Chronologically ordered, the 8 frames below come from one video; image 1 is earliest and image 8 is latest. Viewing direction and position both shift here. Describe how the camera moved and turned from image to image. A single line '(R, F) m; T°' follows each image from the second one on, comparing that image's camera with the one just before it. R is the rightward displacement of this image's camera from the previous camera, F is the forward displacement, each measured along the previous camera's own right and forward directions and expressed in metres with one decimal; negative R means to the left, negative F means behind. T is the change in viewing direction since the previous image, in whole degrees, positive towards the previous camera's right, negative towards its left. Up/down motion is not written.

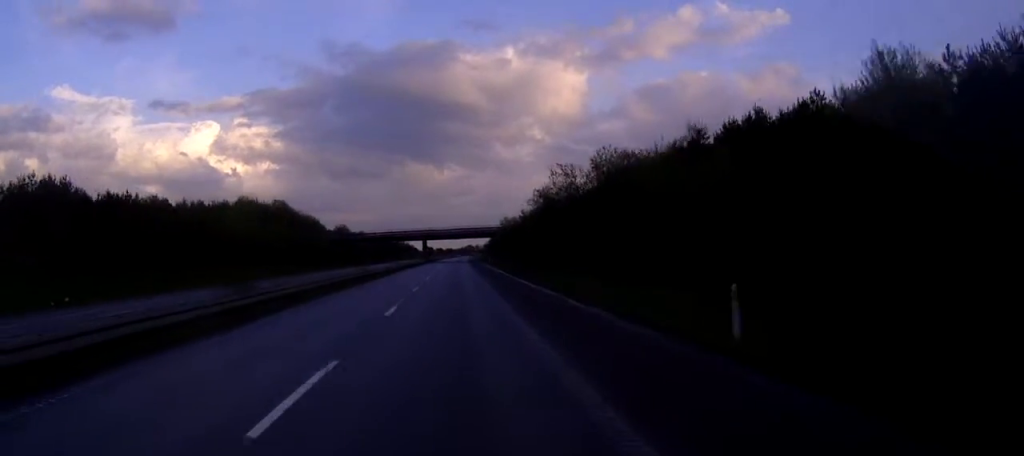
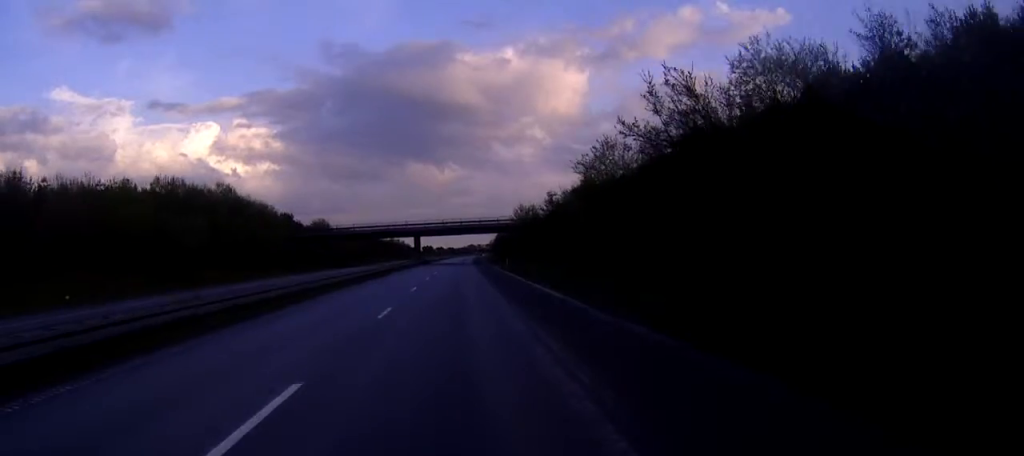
(-0.1, +31.9) m; 0°
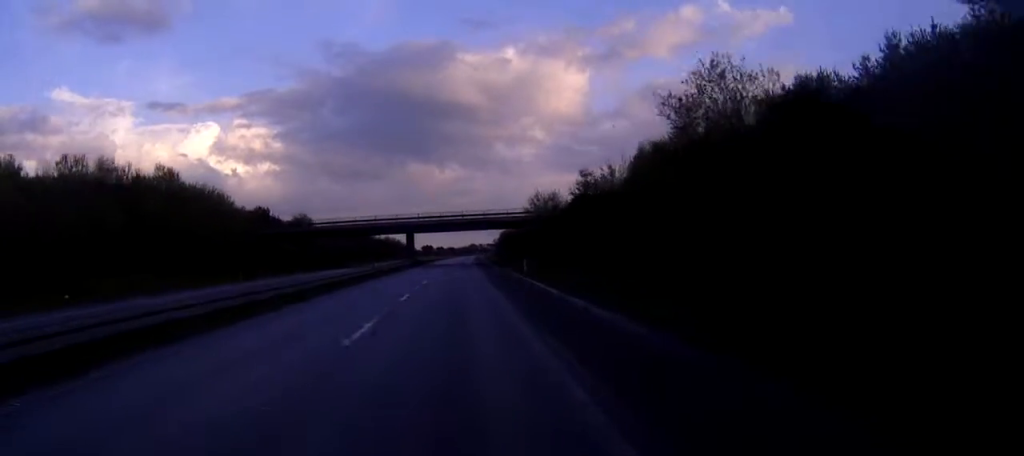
(0.0, +21.1) m; 0°
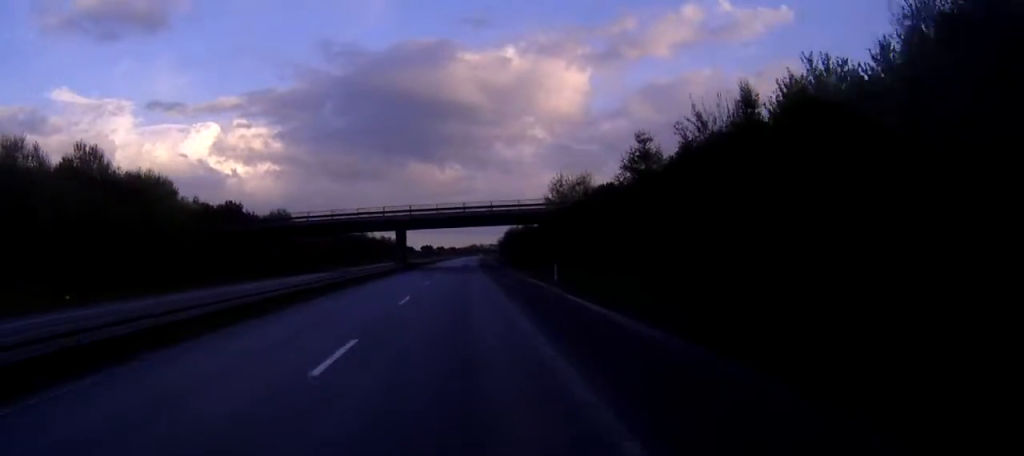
(0.0, +18.6) m; 0°
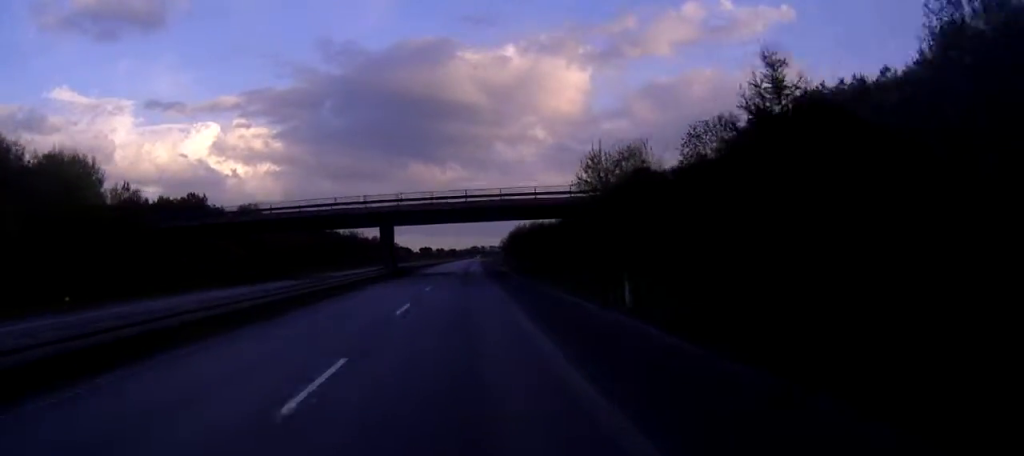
(0.0, +17.7) m; 0°
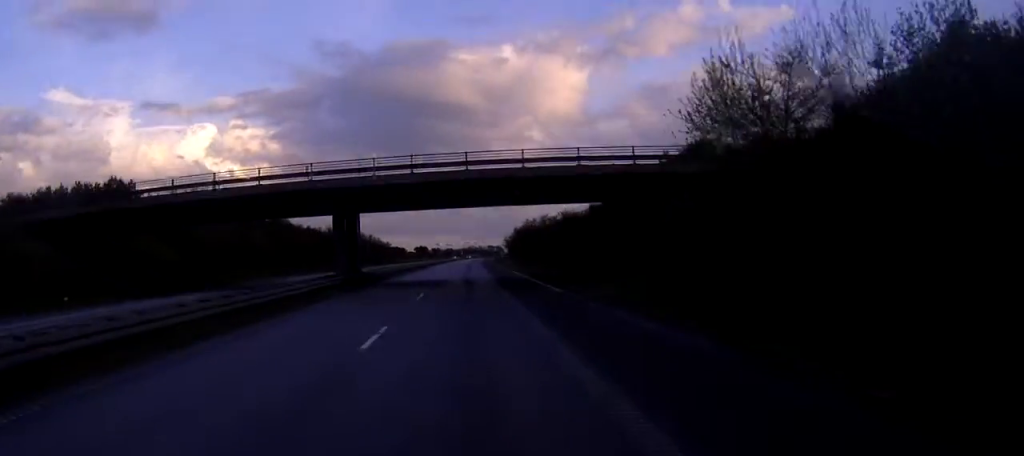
(0.0, +24.3) m; 0°
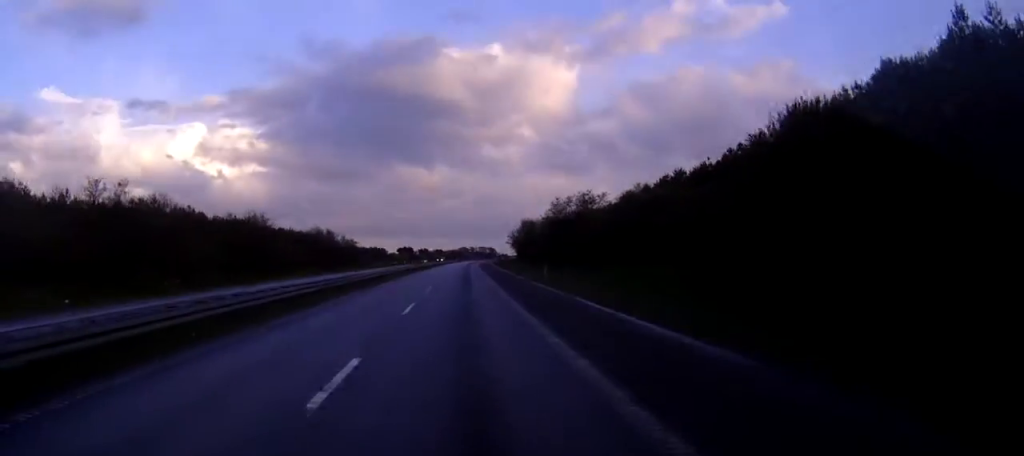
(+0.1, +50.5) m; +1°
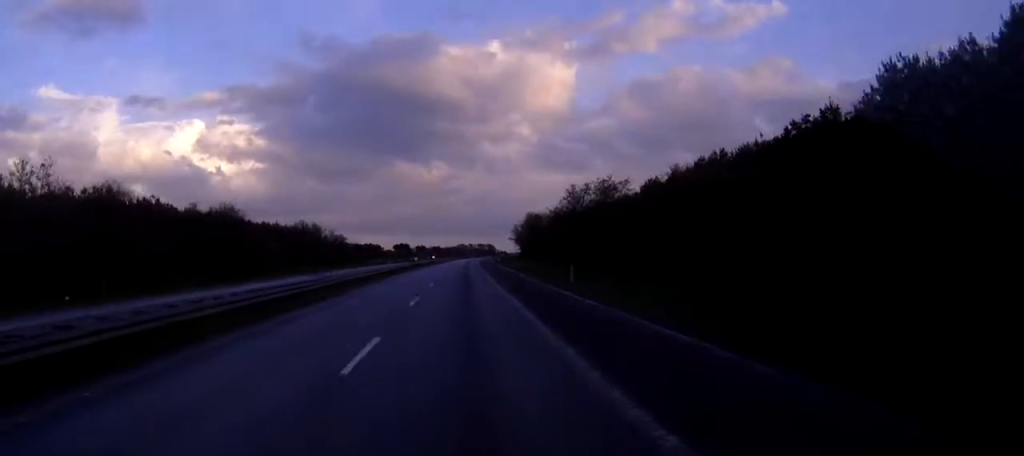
(+0.1, +11.7) m; 0°
